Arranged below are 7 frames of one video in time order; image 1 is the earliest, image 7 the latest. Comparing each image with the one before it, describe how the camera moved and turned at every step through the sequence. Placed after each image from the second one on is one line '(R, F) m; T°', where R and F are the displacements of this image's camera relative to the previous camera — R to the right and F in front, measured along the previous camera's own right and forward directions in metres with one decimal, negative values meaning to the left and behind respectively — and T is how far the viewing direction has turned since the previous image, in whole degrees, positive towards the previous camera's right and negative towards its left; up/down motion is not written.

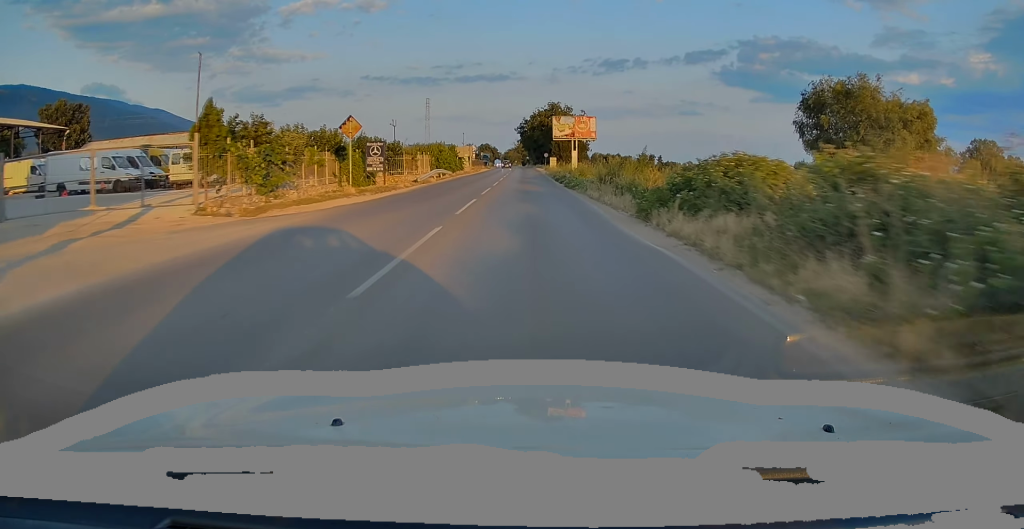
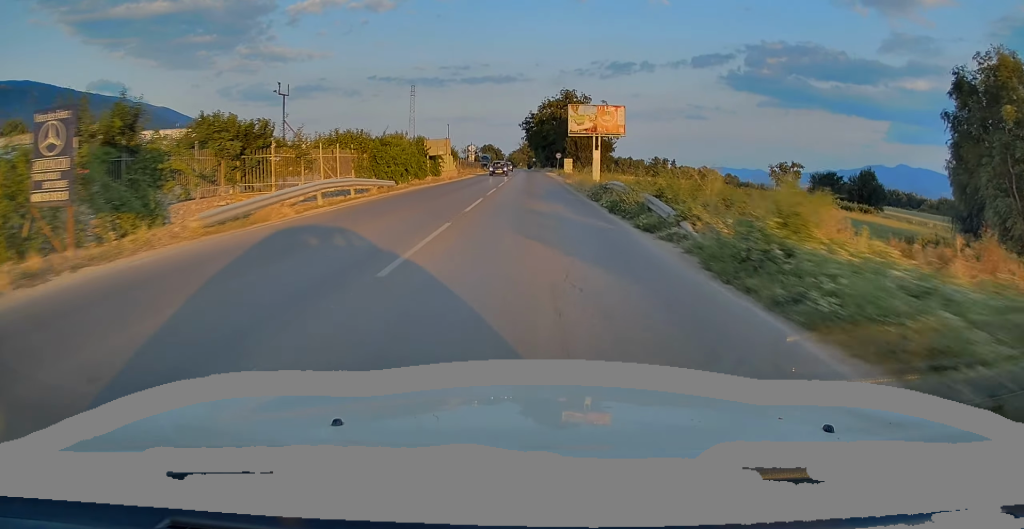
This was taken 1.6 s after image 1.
(+0.3, +26.8) m; +1°
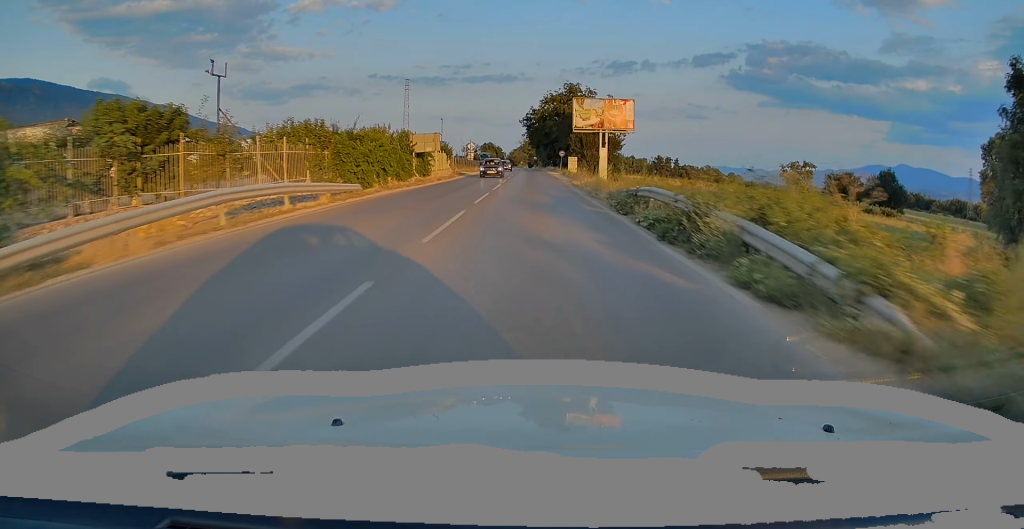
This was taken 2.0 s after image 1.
(-0.1, +6.6) m; 0°
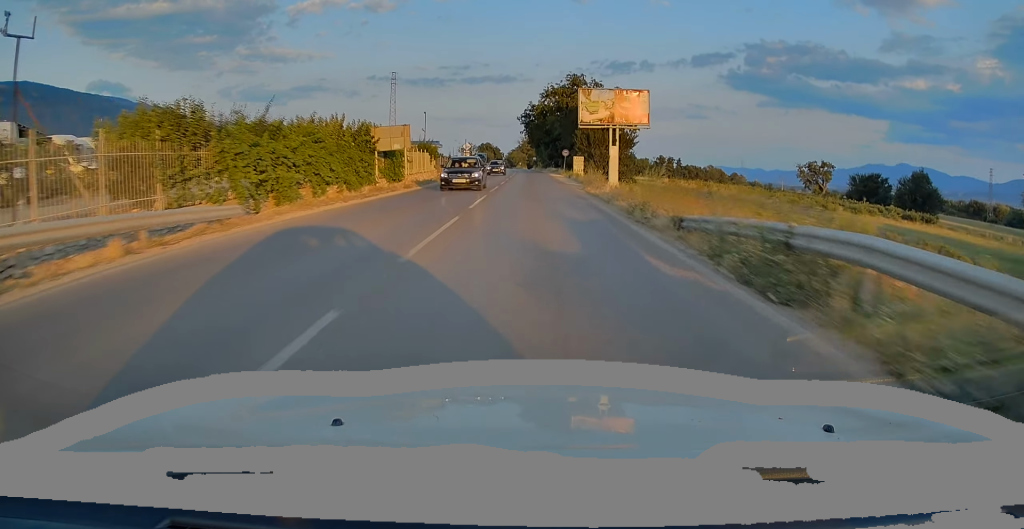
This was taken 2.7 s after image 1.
(0.0, +10.5) m; 0°
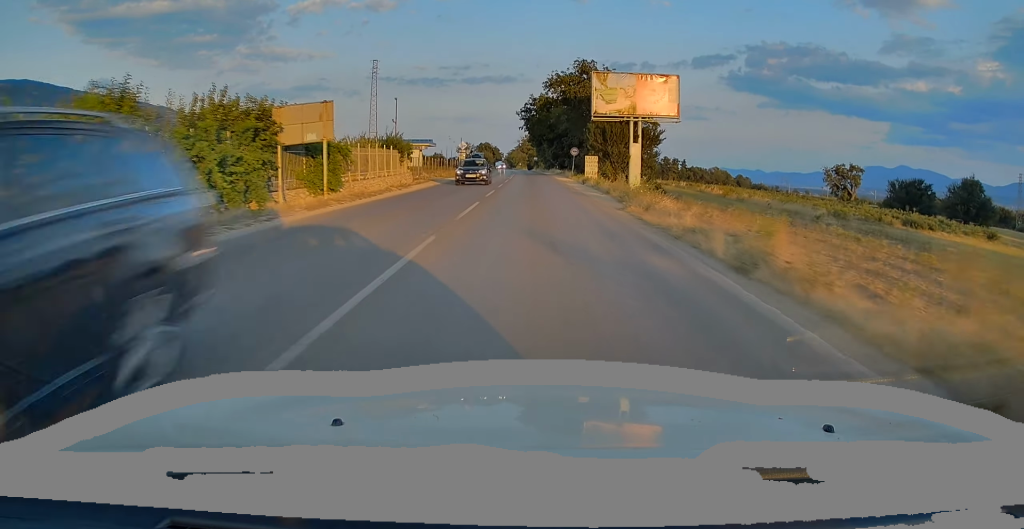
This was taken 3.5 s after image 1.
(+0.1, +13.3) m; -1°
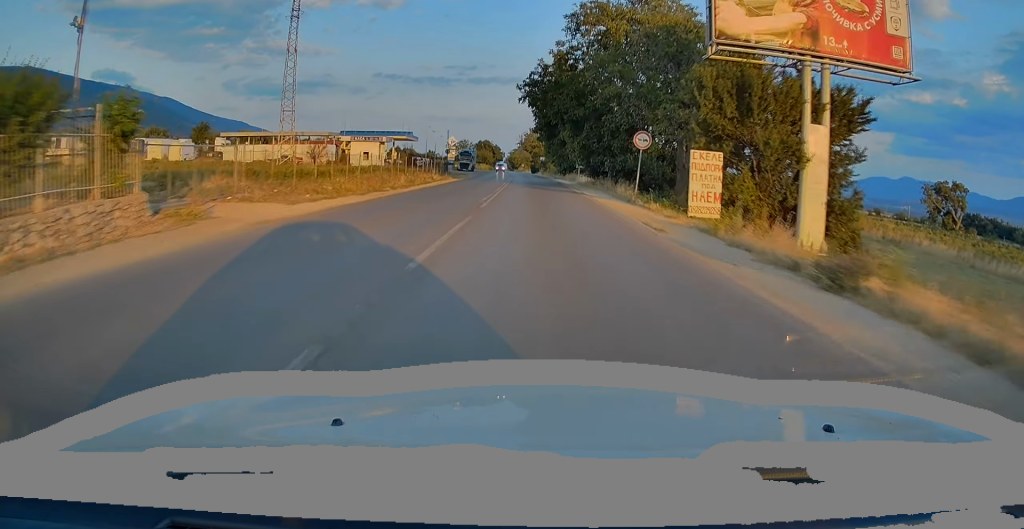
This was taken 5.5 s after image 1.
(-0.5, +34.1) m; +1°
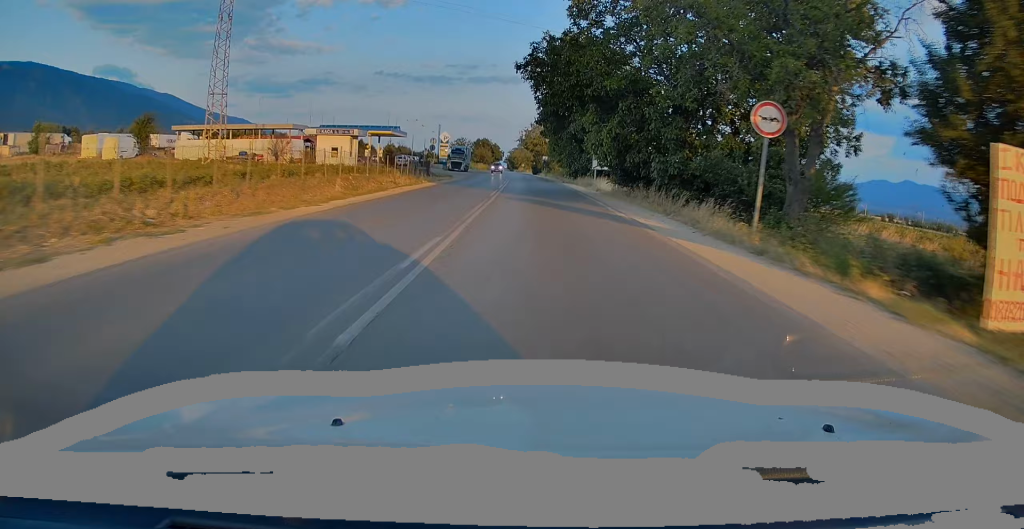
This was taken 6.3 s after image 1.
(+0.4, +13.9) m; 0°
